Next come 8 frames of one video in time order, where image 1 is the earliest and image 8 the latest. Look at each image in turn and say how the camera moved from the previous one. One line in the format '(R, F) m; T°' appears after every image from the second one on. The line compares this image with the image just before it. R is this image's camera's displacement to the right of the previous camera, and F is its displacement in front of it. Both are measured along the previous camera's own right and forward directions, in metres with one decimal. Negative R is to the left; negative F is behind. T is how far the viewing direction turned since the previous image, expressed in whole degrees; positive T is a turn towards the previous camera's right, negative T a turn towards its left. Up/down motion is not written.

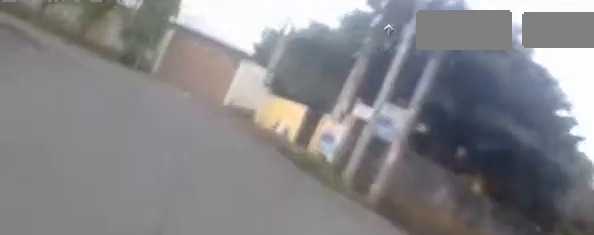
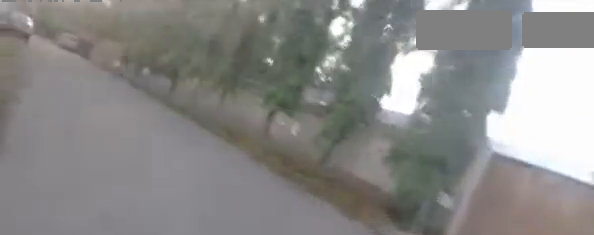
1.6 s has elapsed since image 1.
(-4.1, +9.2) m; -54°
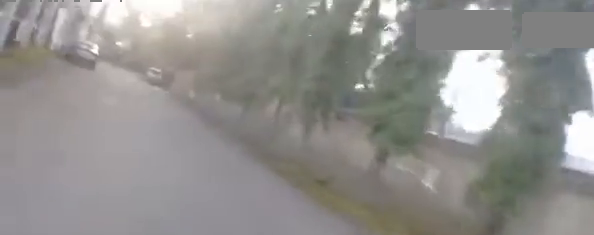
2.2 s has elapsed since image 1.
(-0.6, +4.1) m; -22°
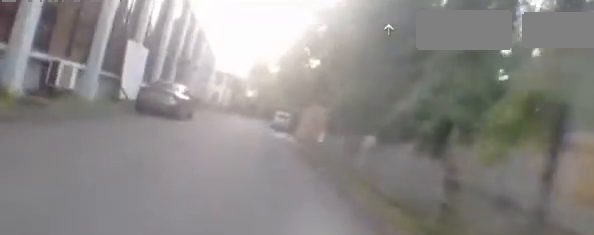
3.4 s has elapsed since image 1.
(-2.3, +7.9) m; -17°
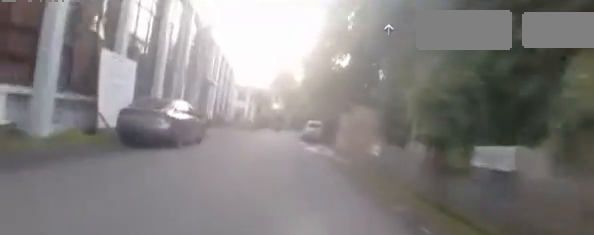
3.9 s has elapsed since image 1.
(0.0, +3.6) m; +1°
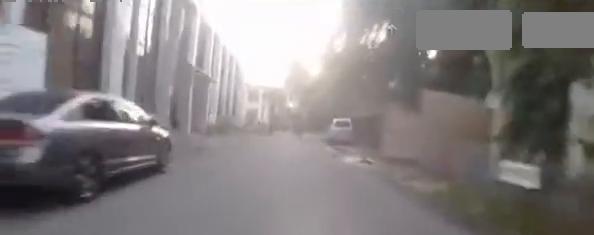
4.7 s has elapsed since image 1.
(+0.1, +5.7) m; +1°
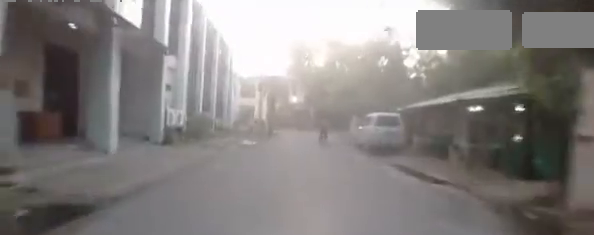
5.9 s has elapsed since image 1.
(+0.2, +9.1) m; +1°
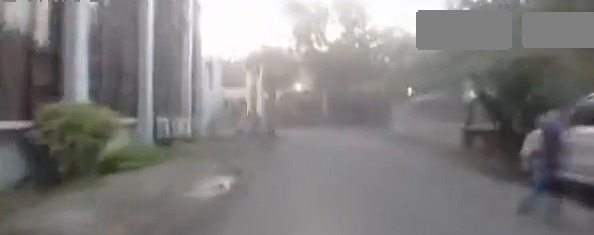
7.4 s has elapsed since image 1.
(+0.3, +11.8) m; +6°
